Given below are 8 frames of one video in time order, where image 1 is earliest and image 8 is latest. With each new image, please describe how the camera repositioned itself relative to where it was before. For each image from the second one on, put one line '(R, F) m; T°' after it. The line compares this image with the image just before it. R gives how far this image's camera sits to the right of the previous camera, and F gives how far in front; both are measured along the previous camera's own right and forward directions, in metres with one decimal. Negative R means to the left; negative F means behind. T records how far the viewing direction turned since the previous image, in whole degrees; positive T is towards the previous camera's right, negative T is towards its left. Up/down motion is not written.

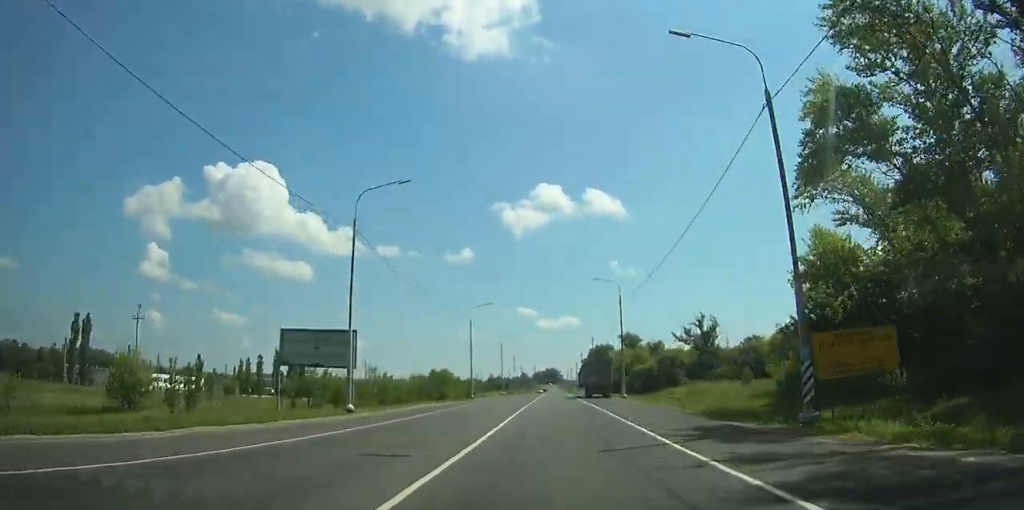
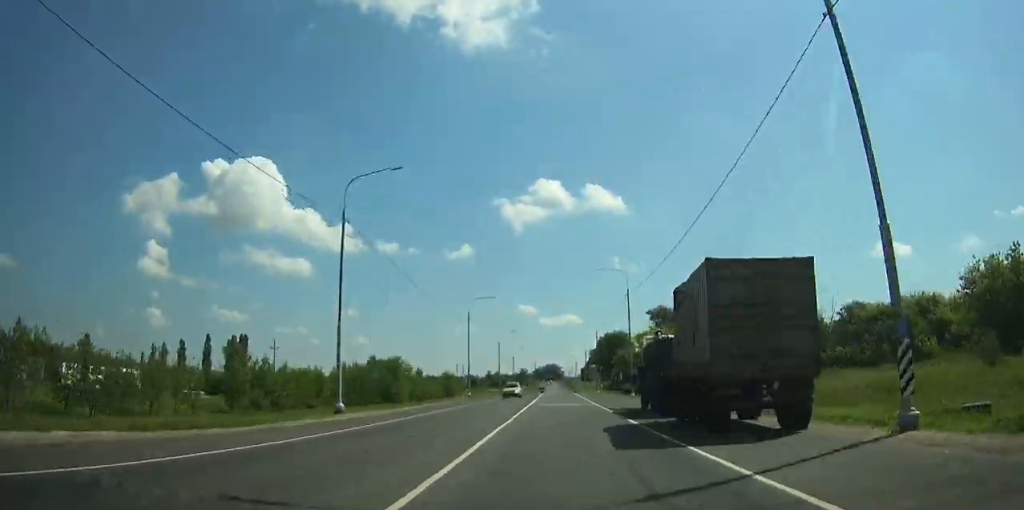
(0.0, +42.5) m; +1°
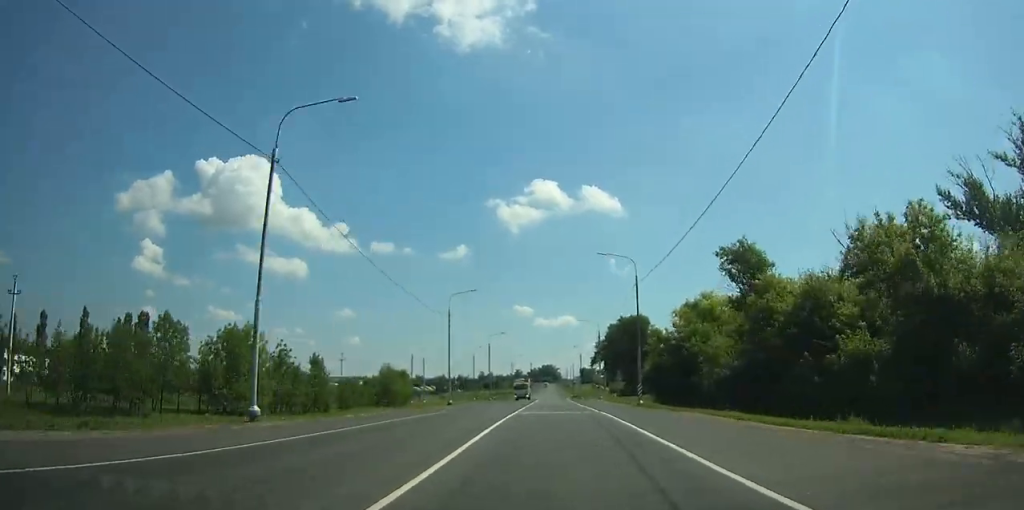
(+0.6, +47.8) m; +3°
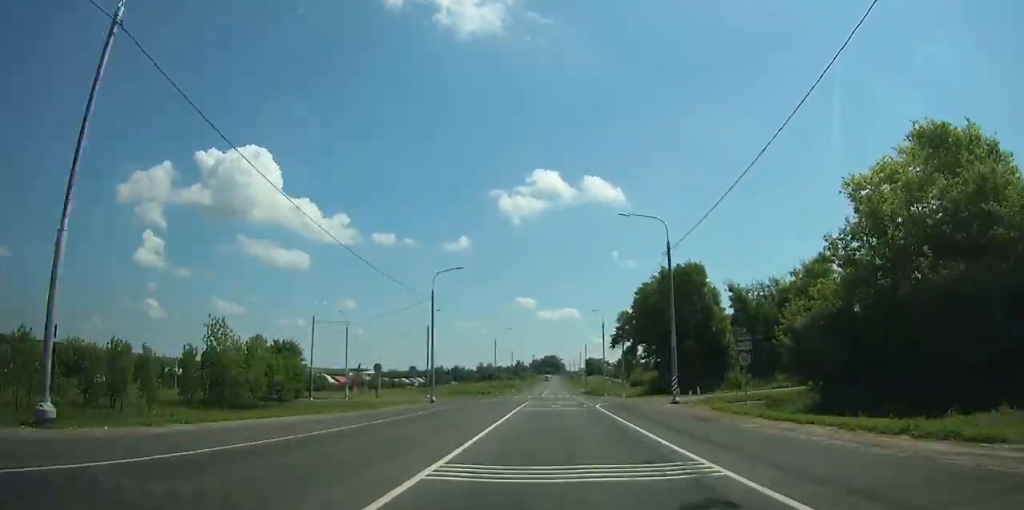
(+1.9, +49.9) m; +1°
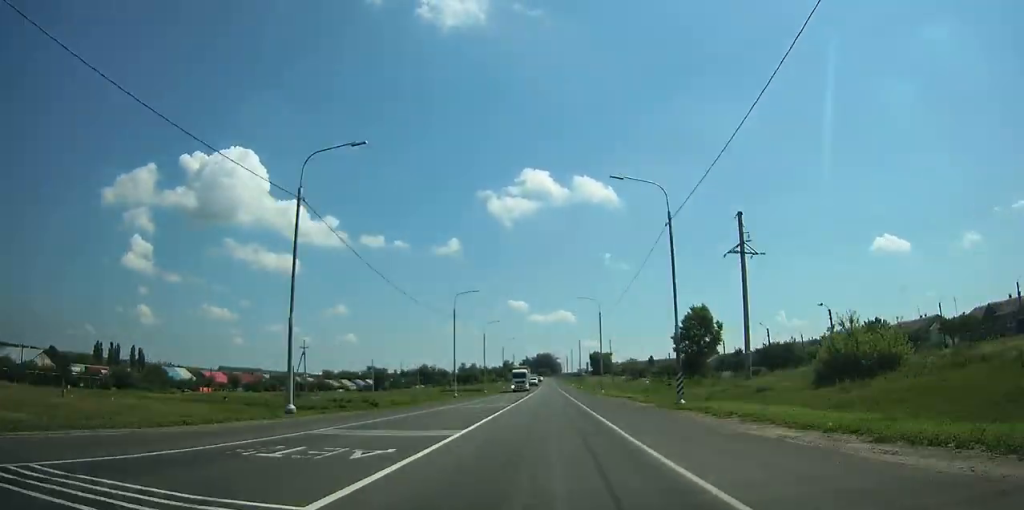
(-11.8, +118.4) m; -6°
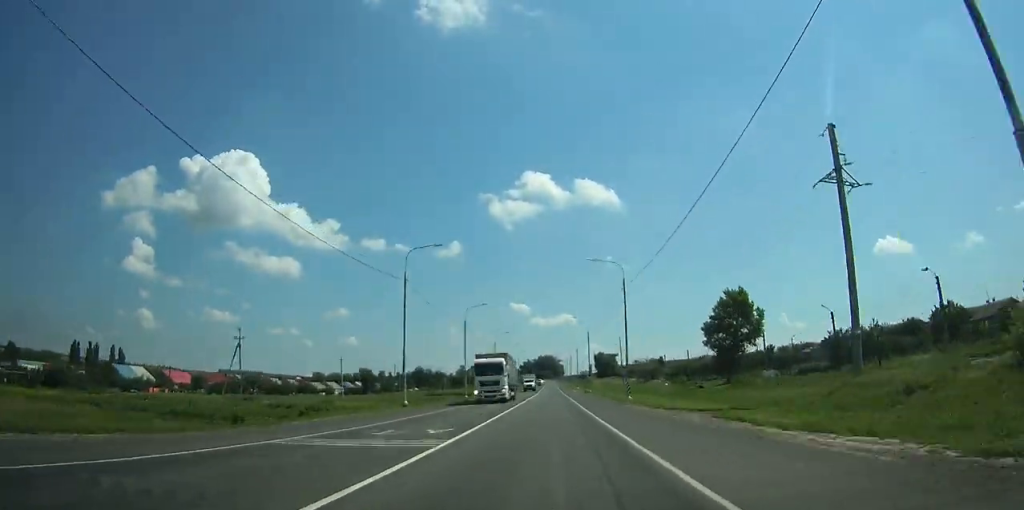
(+0.9, +22.5) m; +2°
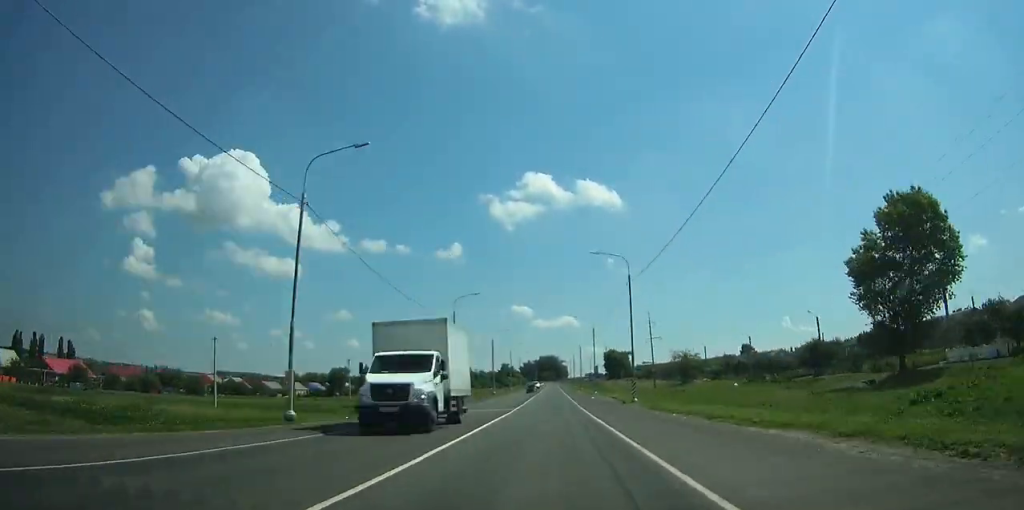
(+0.3, +46.3) m; 0°
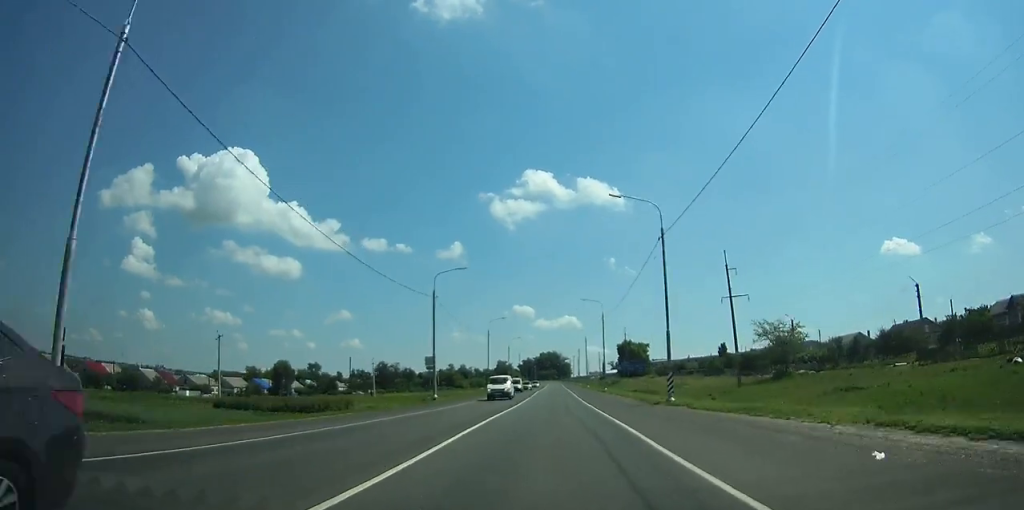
(-0.1, +53.0) m; 0°
